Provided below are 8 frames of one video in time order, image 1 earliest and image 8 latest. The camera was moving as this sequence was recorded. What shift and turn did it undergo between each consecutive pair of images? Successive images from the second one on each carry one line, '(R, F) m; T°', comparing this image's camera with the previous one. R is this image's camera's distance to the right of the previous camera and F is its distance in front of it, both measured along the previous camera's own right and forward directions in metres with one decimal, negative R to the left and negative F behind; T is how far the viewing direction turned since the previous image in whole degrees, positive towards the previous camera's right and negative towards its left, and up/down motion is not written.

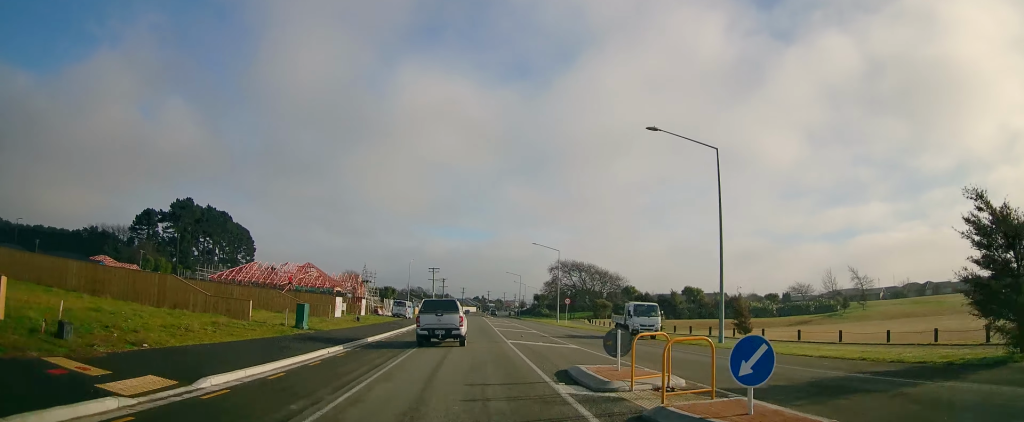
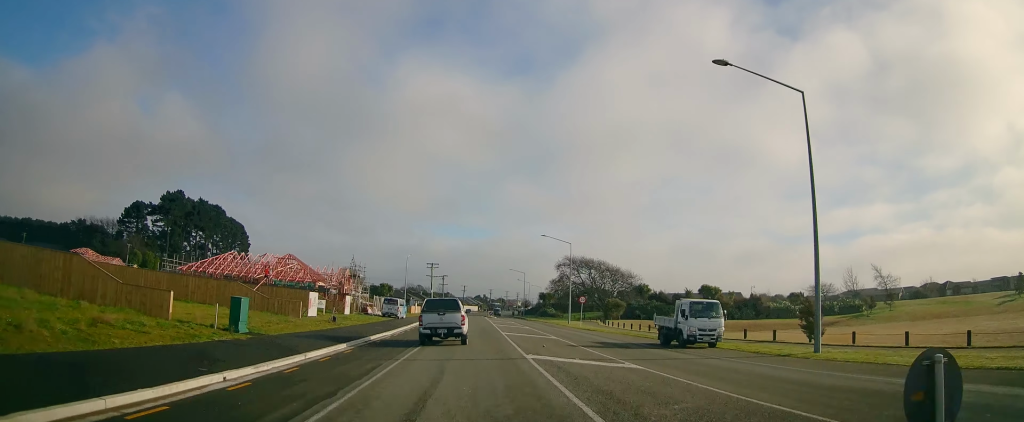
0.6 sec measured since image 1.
(-0.3, +8.3) m; -1°
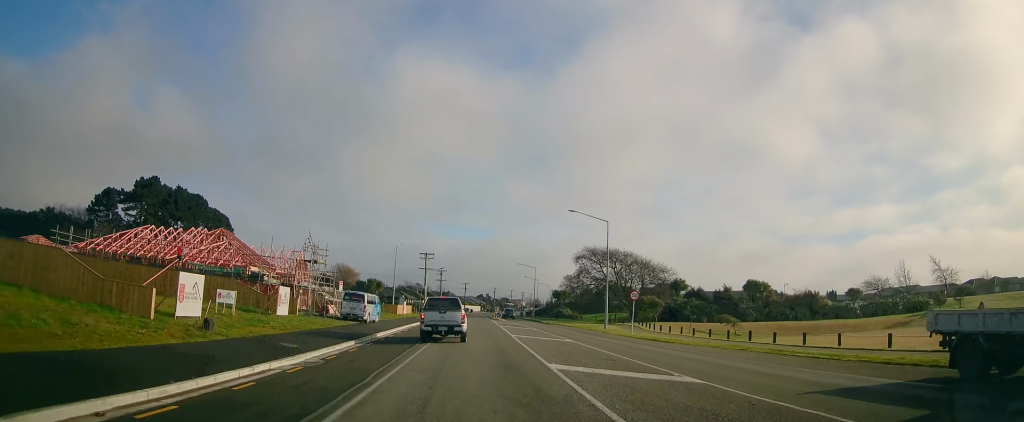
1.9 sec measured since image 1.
(-0.1, +18.2) m; +2°
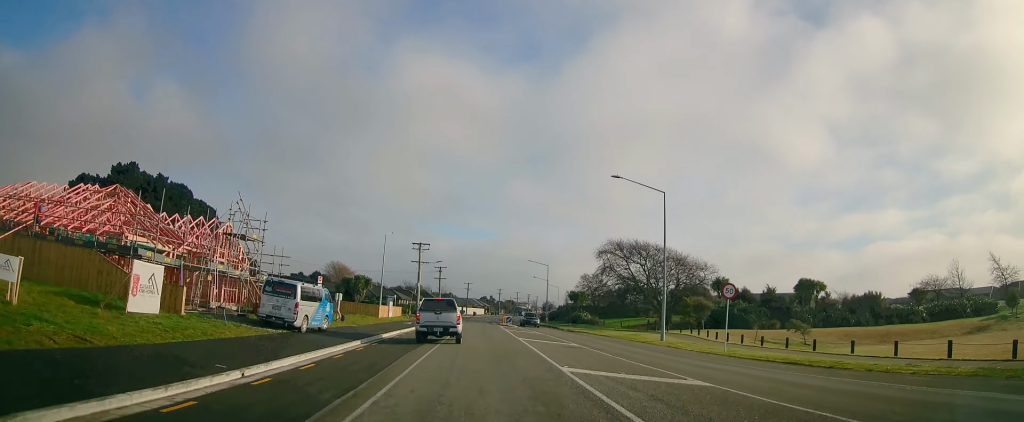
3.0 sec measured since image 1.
(+0.4, +14.7) m; +2°
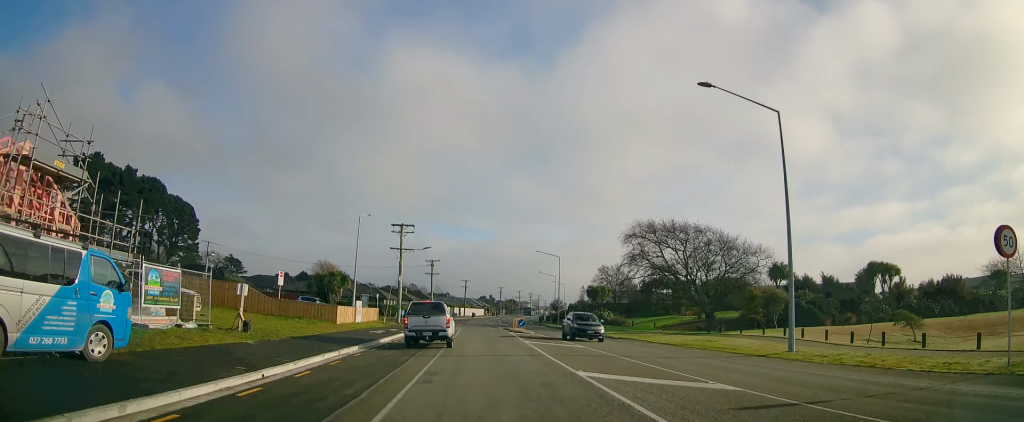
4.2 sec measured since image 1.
(0.0, +15.9) m; 0°
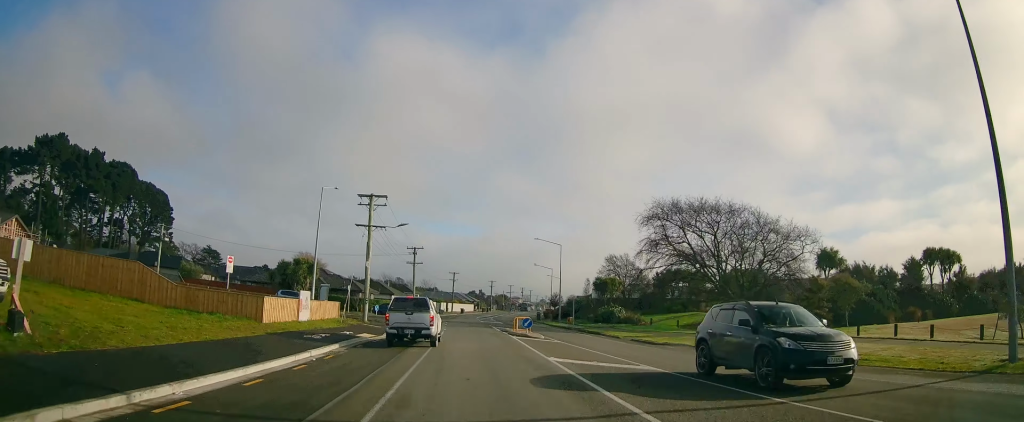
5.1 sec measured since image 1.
(0.0, +11.1) m; 0°
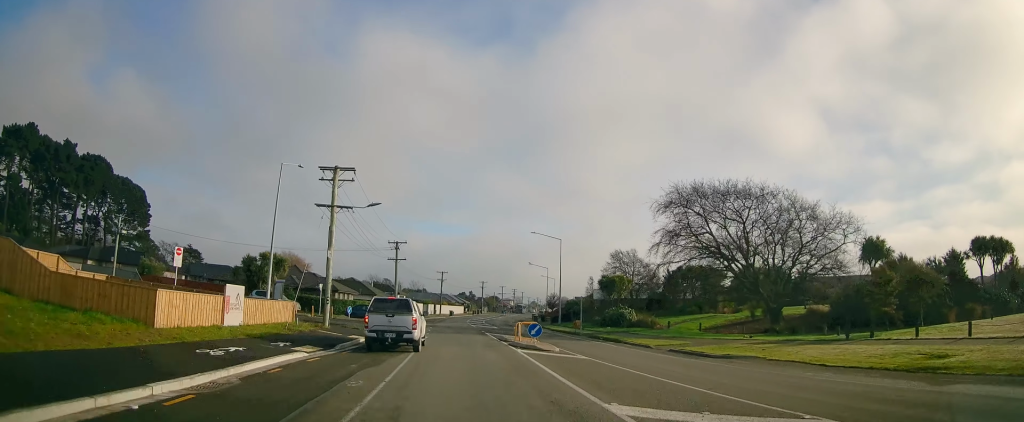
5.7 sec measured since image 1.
(0.0, +8.0) m; 0°
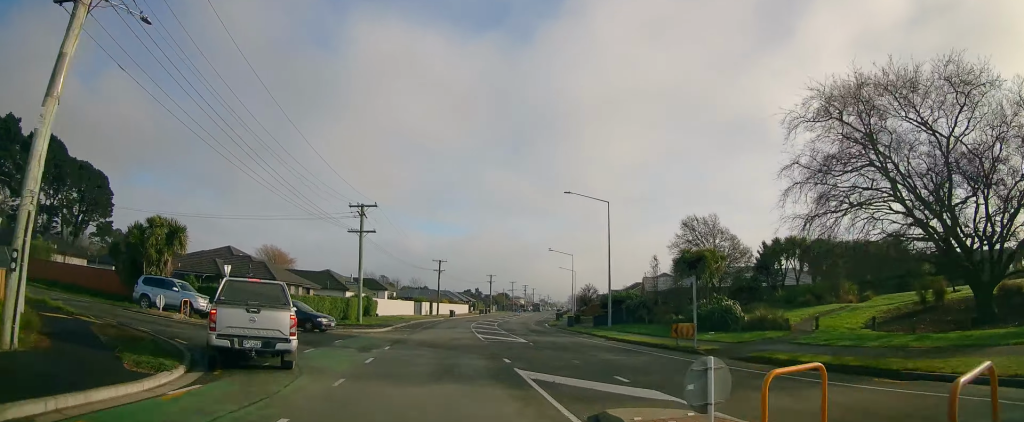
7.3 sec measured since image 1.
(0.0, +22.4) m; -1°
